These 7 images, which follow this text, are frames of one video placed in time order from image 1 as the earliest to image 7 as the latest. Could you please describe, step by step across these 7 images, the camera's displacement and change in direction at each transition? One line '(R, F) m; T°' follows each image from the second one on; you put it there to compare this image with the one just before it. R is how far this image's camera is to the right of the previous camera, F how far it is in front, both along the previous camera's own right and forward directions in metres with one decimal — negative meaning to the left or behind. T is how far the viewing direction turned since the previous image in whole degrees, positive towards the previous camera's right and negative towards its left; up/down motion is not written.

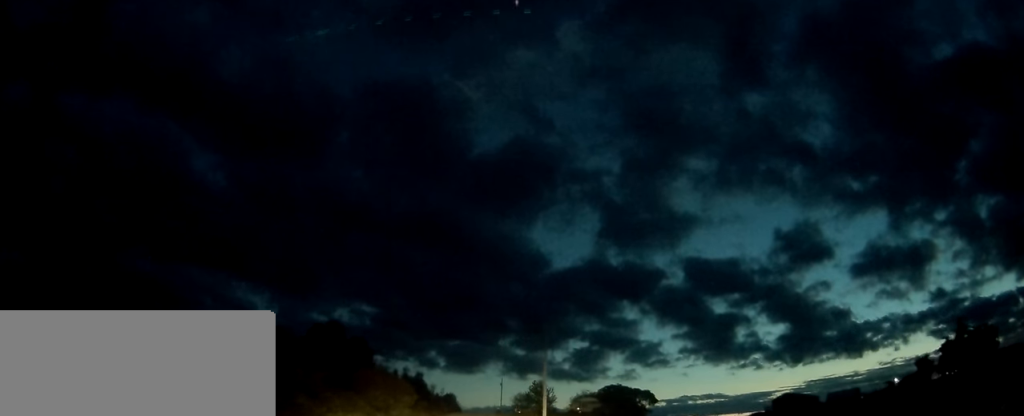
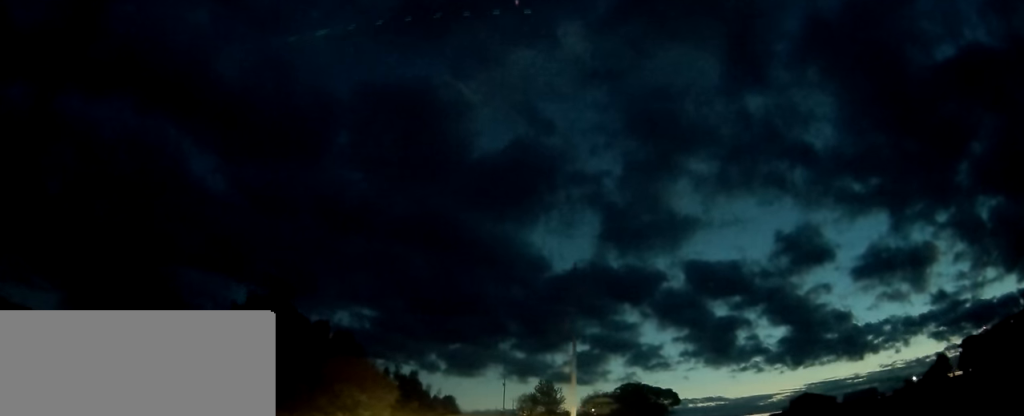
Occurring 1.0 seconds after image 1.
(+0.1, +14.0) m; 0°
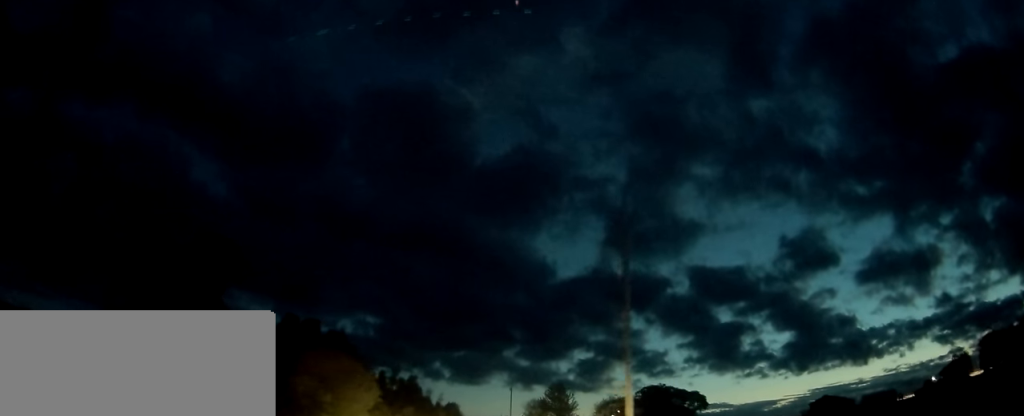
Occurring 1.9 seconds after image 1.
(-0.2, +11.7) m; -1°
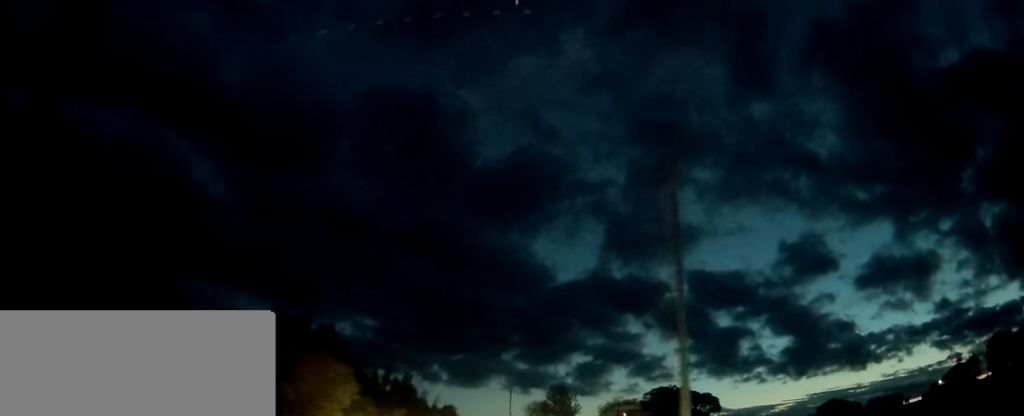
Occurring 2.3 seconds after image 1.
(0.0, +6.1) m; 0°
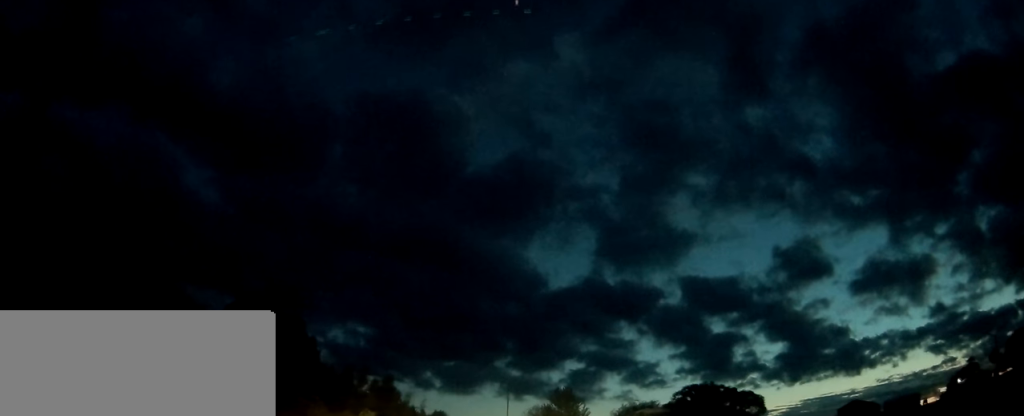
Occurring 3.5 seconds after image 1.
(+0.2, +16.5) m; 0°
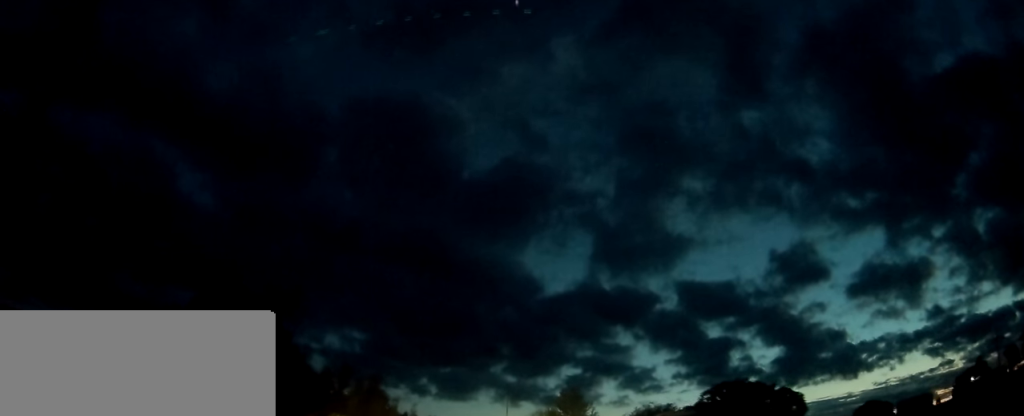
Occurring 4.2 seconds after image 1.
(-0.1, +10.4) m; 0°
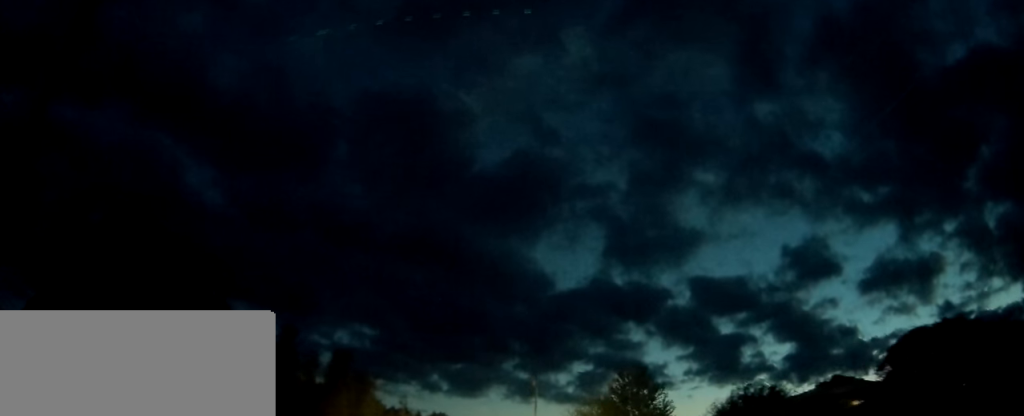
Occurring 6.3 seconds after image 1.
(0.0, +30.0) m; +1°
